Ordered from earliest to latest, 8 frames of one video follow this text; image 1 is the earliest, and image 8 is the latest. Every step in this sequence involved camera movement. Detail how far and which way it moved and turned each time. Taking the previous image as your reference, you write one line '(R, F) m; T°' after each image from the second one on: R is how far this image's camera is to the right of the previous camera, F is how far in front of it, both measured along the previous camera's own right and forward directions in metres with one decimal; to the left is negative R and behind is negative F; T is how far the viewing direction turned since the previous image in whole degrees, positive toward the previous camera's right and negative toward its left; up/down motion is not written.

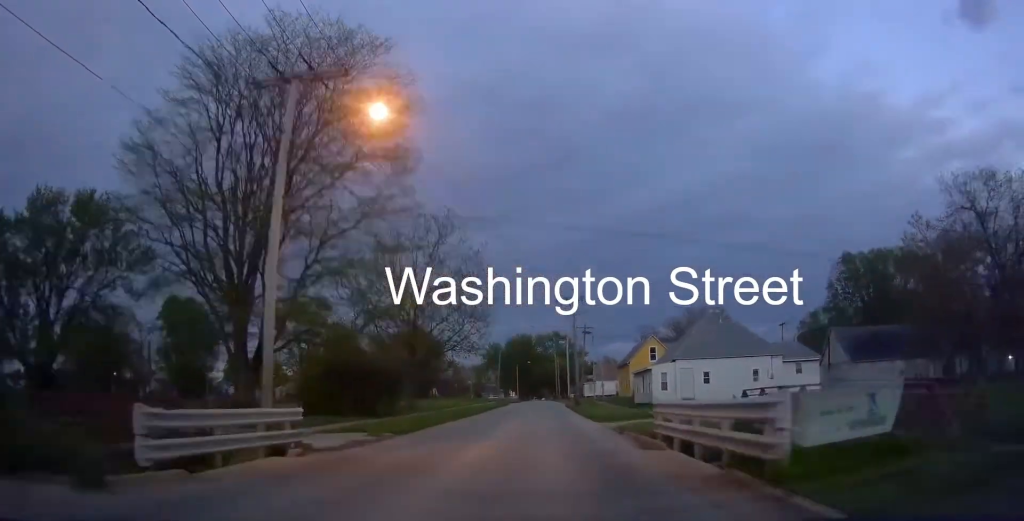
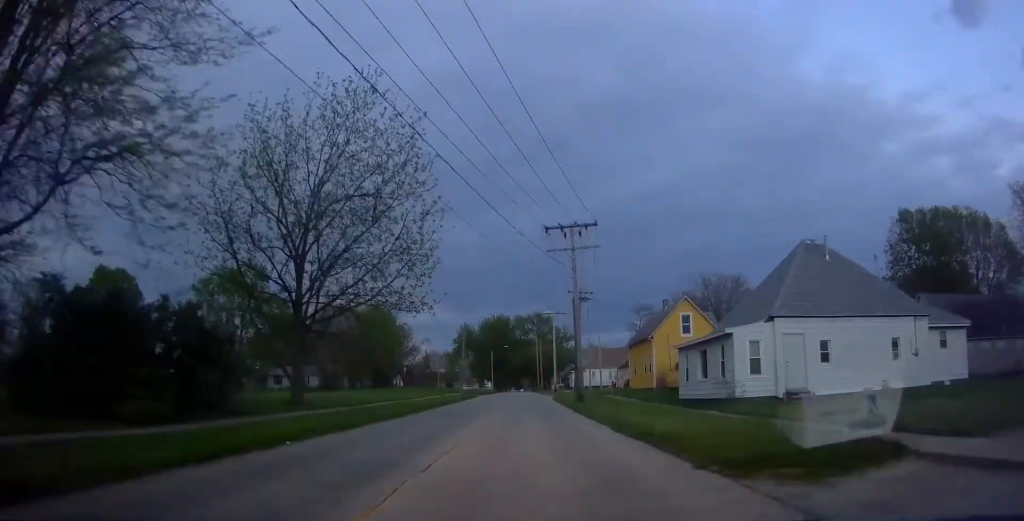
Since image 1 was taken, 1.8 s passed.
(+0.1, +21.2) m; 0°
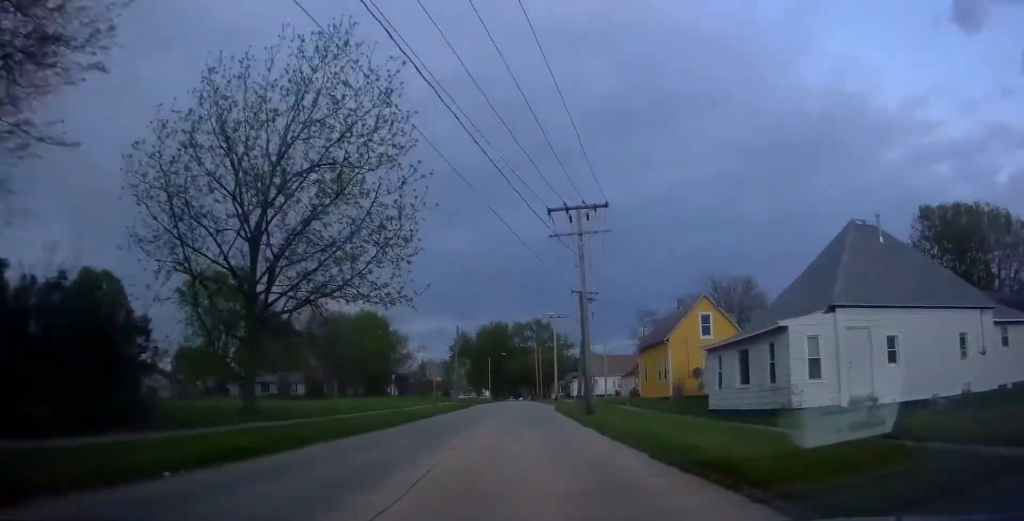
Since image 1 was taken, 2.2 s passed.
(0.0, +4.9) m; 0°
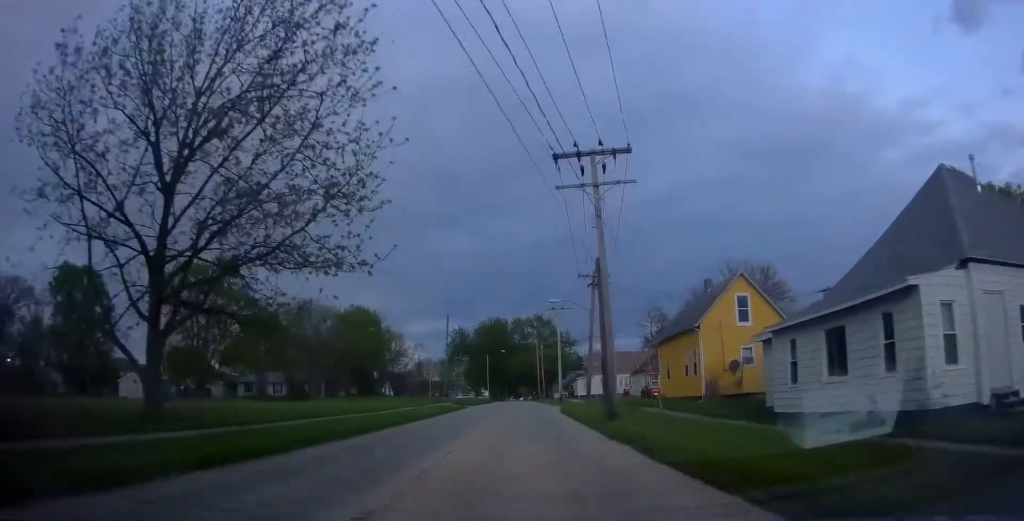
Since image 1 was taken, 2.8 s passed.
(0.0, +7.1) m; 0°
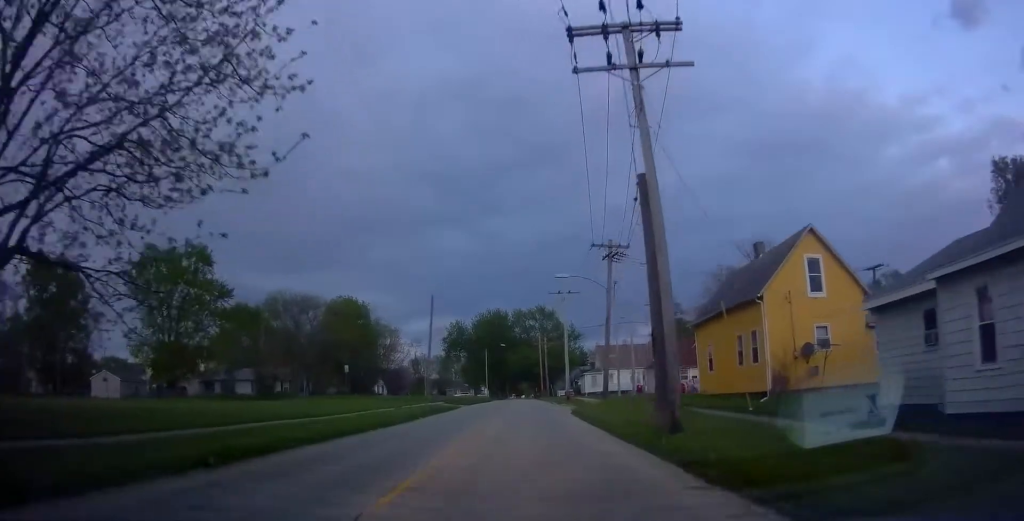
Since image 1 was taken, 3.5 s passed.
(0.0, +8.4) m; -1°
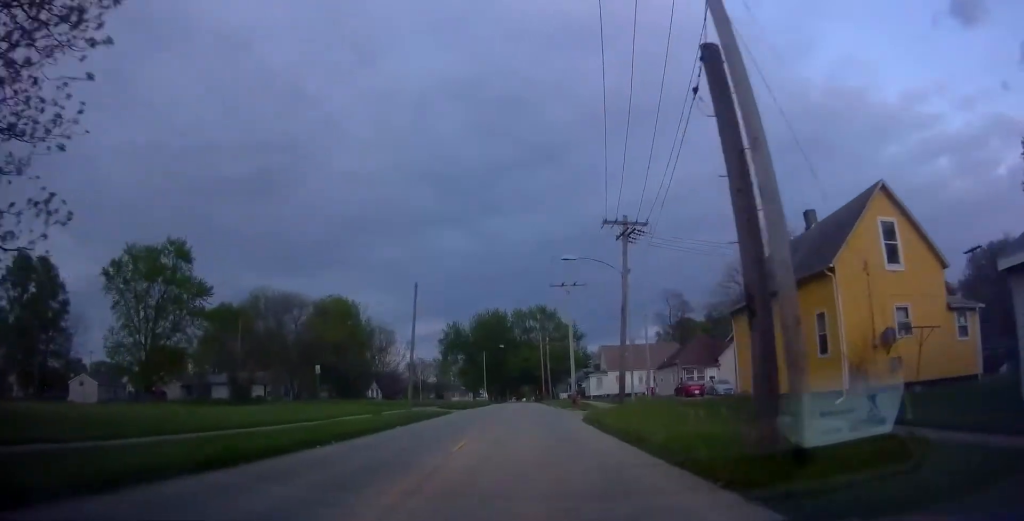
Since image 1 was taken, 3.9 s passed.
(+0.1, +5.5) m; -1°
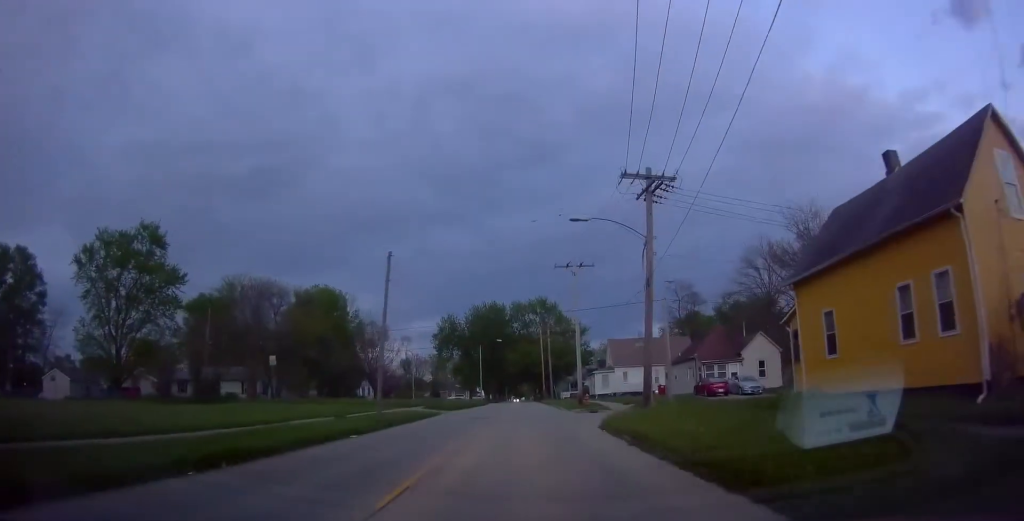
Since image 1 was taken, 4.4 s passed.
(-0.2, +6.5) m; -1°
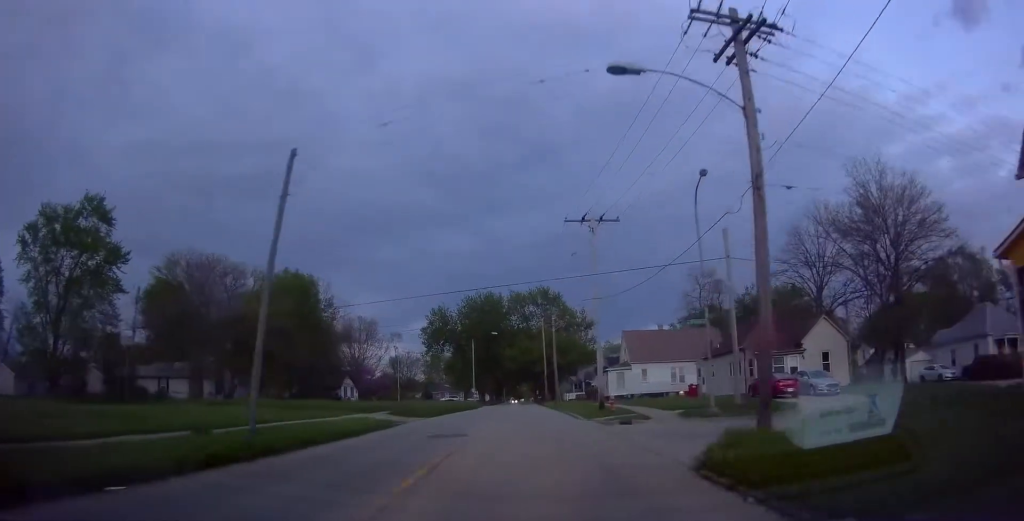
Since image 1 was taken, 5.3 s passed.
(-0.3, +12.3) m; -1°
